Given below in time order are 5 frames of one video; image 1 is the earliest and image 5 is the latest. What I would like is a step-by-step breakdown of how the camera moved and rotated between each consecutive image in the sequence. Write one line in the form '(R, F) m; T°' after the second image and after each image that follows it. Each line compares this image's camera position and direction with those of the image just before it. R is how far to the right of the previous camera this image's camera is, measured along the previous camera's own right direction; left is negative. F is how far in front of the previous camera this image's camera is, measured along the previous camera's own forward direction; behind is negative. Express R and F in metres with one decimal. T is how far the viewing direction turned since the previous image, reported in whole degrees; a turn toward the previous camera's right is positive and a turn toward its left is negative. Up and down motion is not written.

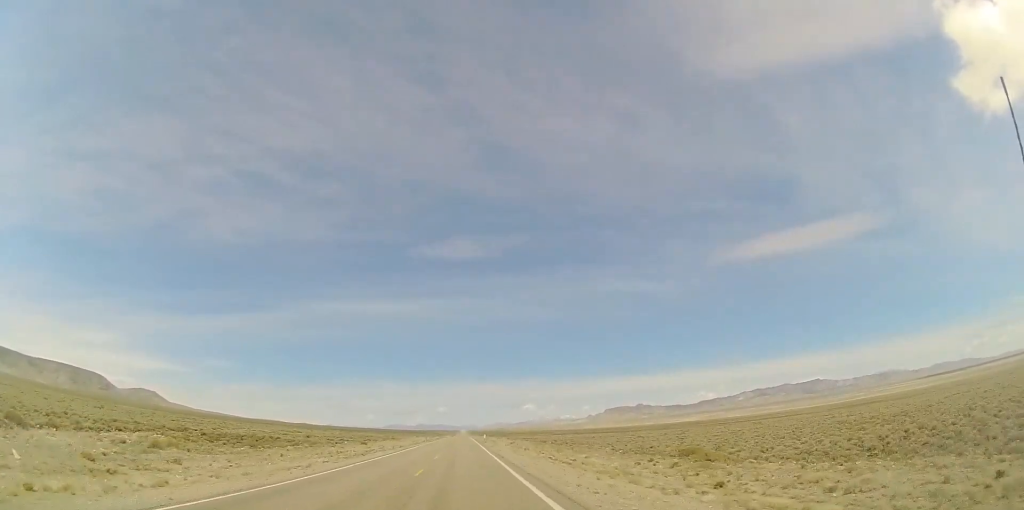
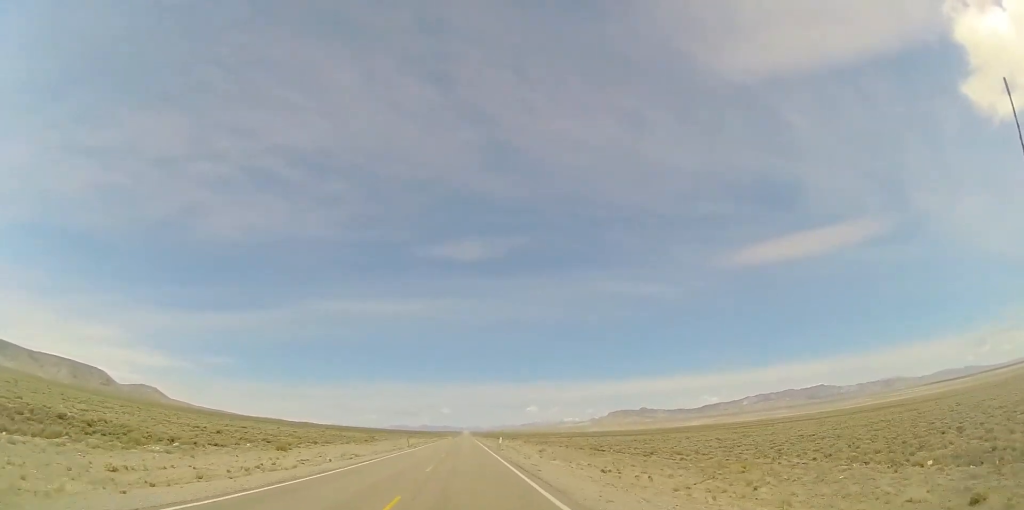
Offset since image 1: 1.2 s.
(+0.2, +35.4) m; 0°
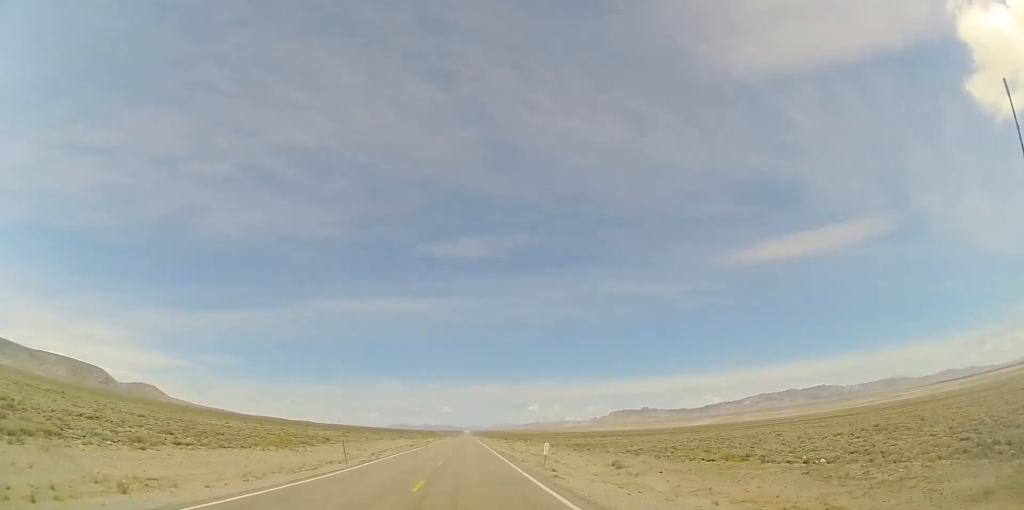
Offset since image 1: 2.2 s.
(-0.3, +32.2) m; -1°
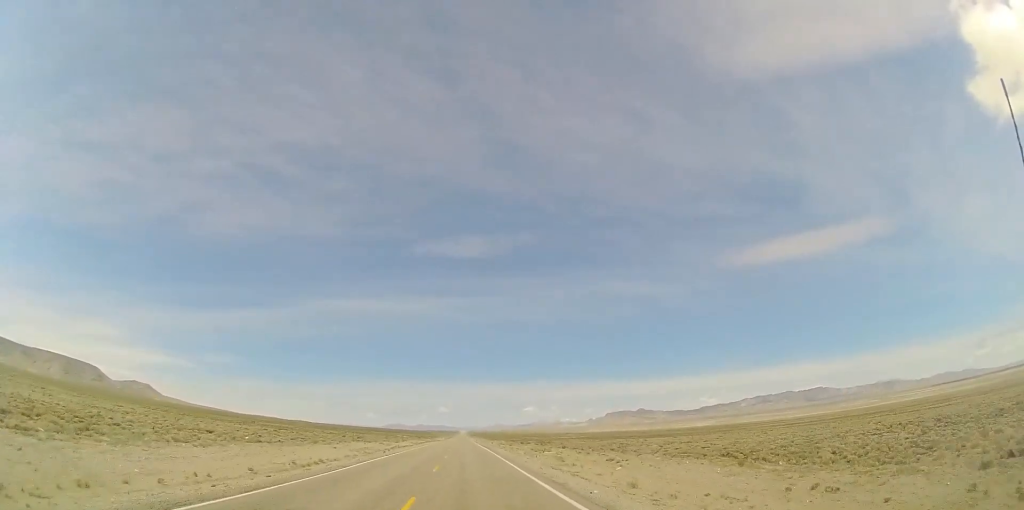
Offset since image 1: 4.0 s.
(0.0, +53.2) m; 0°
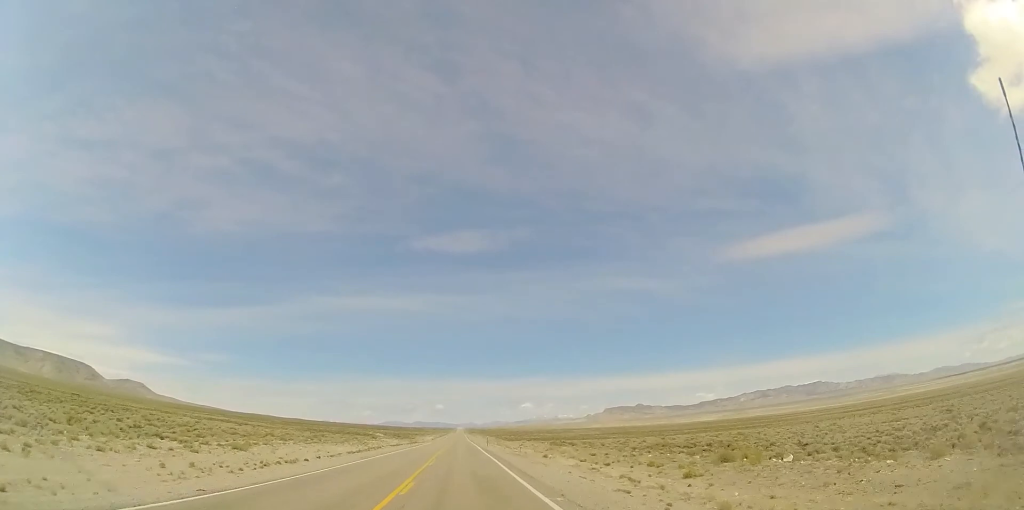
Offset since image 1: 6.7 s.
(+1.0, +81.7) m; +1°
